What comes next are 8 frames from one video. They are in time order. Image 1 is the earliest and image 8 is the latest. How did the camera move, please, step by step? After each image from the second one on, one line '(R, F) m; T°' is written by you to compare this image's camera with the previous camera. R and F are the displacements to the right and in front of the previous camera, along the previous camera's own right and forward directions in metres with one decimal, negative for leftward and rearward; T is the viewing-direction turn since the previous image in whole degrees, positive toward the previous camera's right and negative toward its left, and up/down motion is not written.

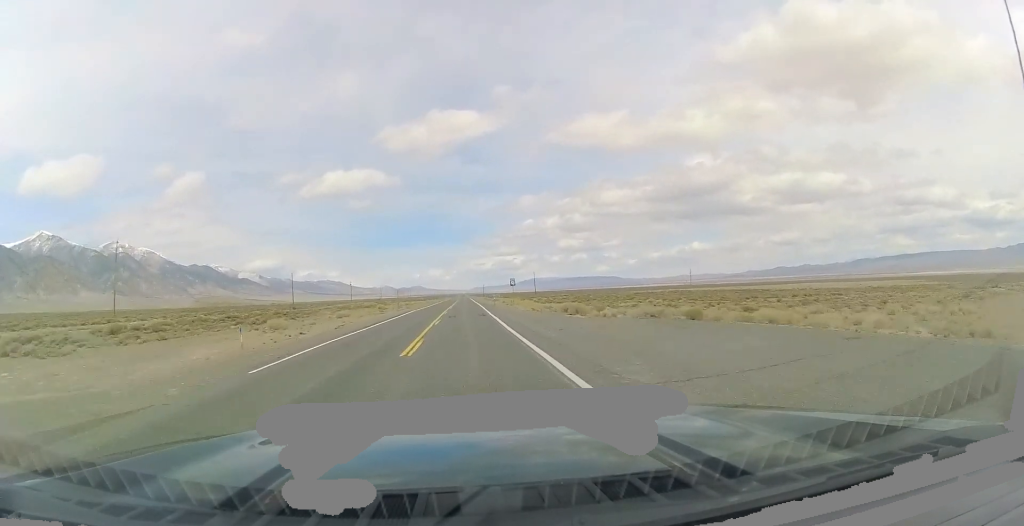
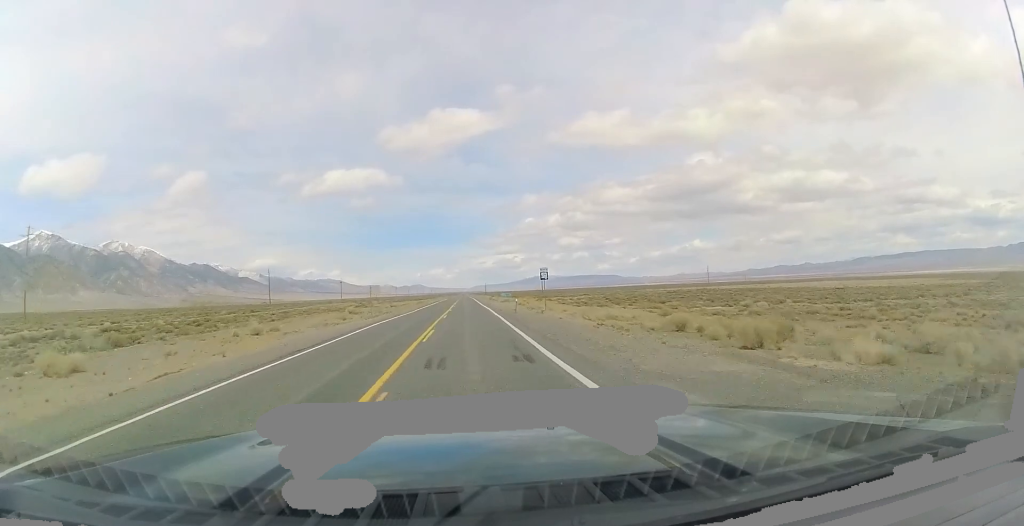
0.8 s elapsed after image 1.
(-0.3, +24.6) m; -1°
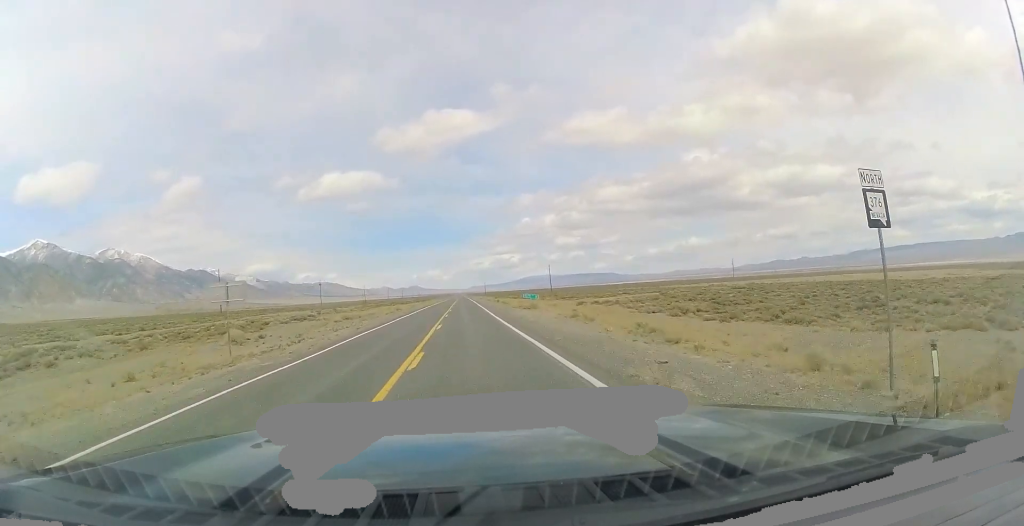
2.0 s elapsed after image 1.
(-0.1, +34.8) m; +1°
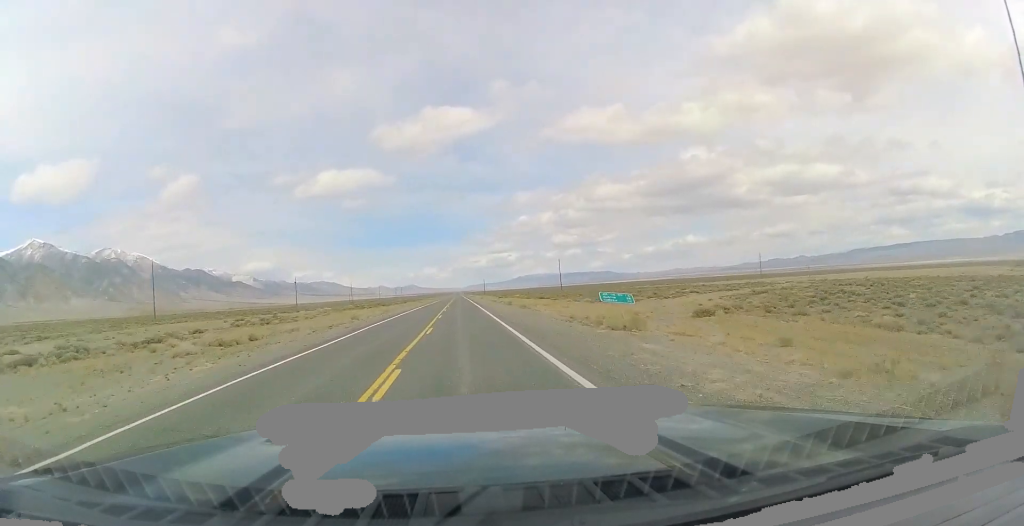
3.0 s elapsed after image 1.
(+0.4, +31.3) m; 0°
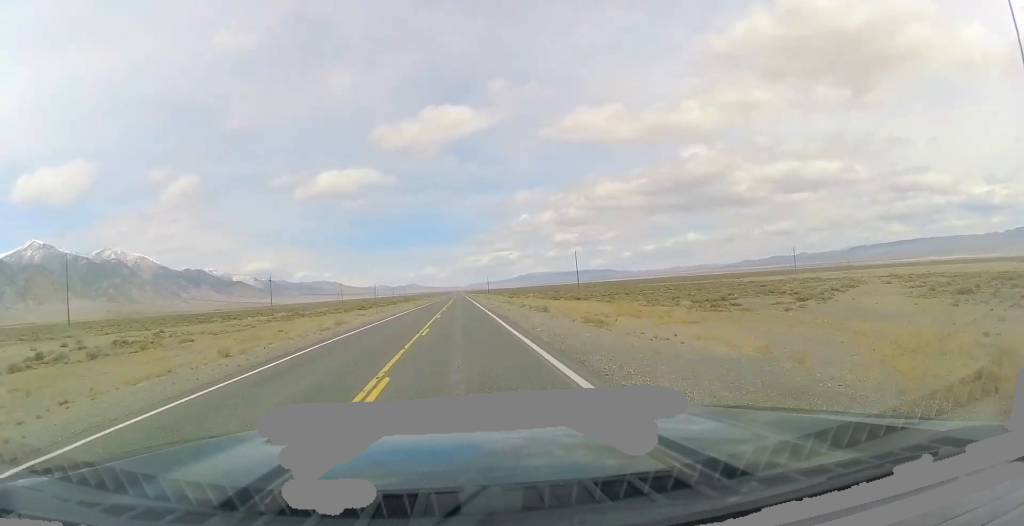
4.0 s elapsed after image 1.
(-0.2, +28.6) m; 0°
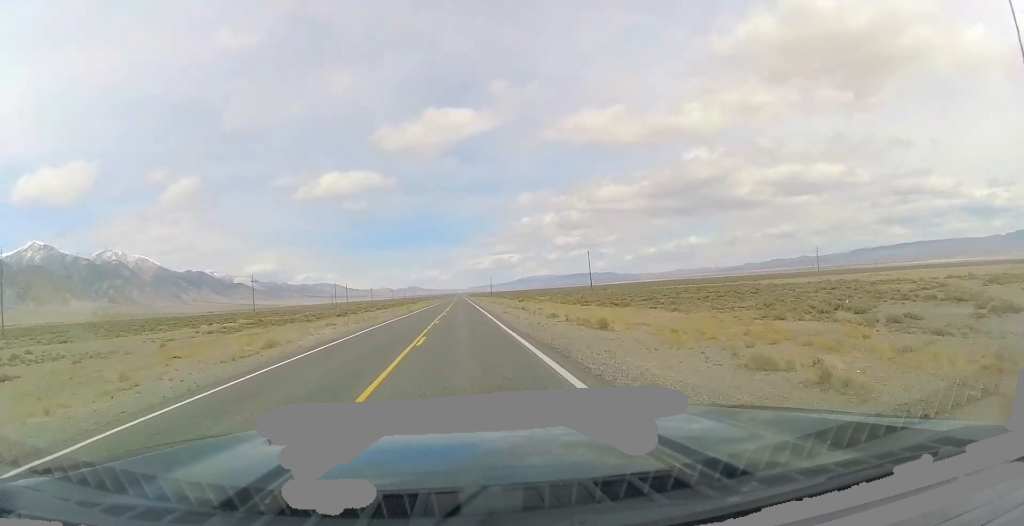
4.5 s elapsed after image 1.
(+0.1, +16.5) m; 0°
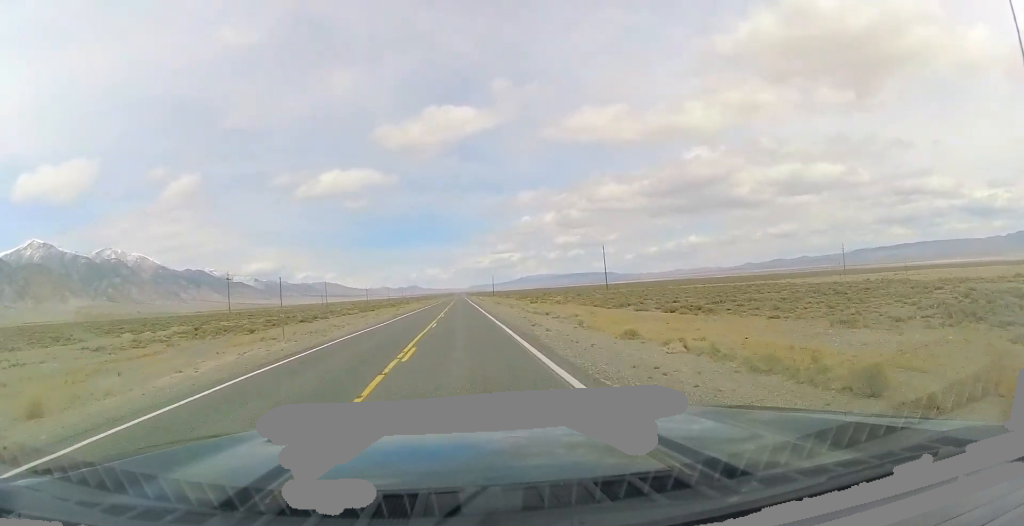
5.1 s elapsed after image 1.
(0.0, +17.6) m; 0°
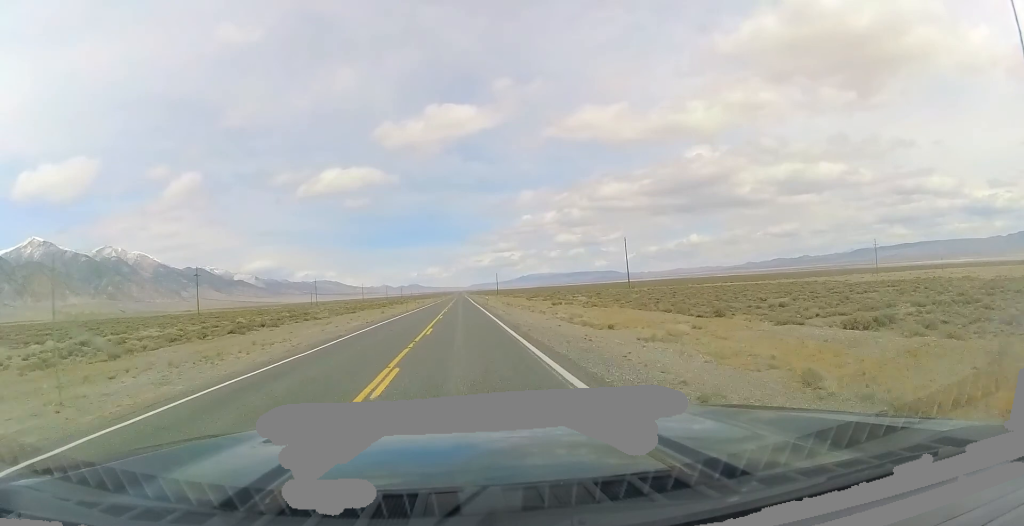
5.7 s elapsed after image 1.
(+0.1, +18.9) m; 0°
